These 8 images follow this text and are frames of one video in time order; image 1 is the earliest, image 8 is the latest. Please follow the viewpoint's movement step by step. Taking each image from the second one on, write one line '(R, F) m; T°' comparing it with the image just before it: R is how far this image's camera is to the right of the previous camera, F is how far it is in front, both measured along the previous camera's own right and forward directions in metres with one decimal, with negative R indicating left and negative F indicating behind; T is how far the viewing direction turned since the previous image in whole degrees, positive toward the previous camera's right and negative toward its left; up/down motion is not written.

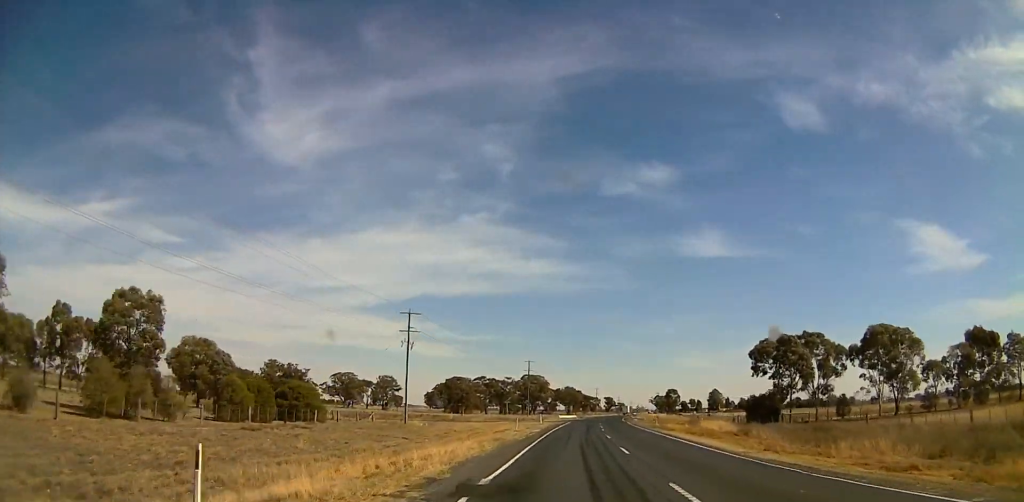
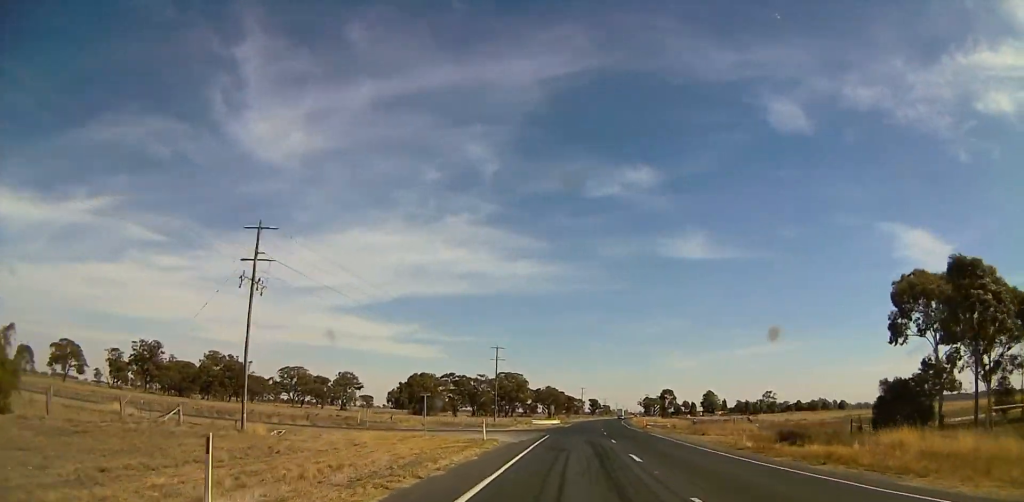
(+1.0, +32.3) m; 0°
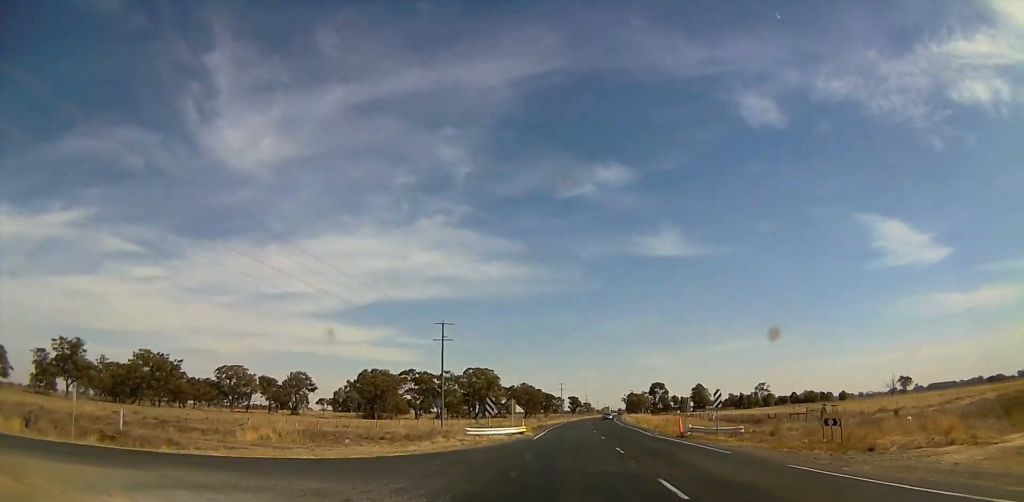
(-0.8, +31.8) m; -2°
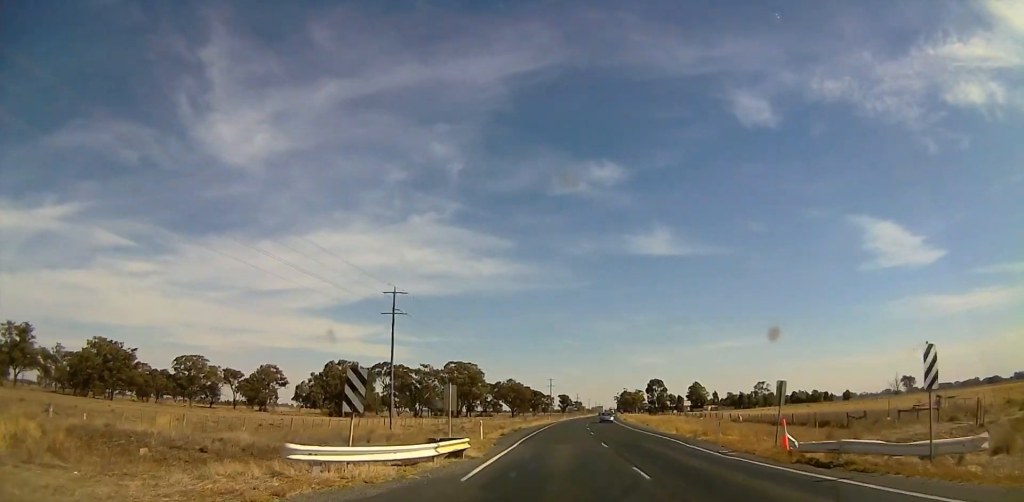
(+0.1, +20.5) m; -1°
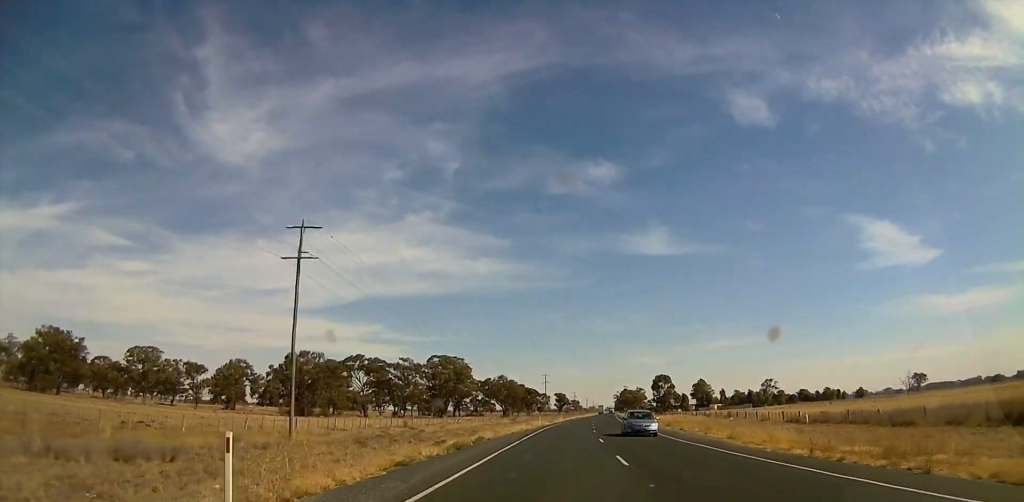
(-0.4, +23.6) m; +1°
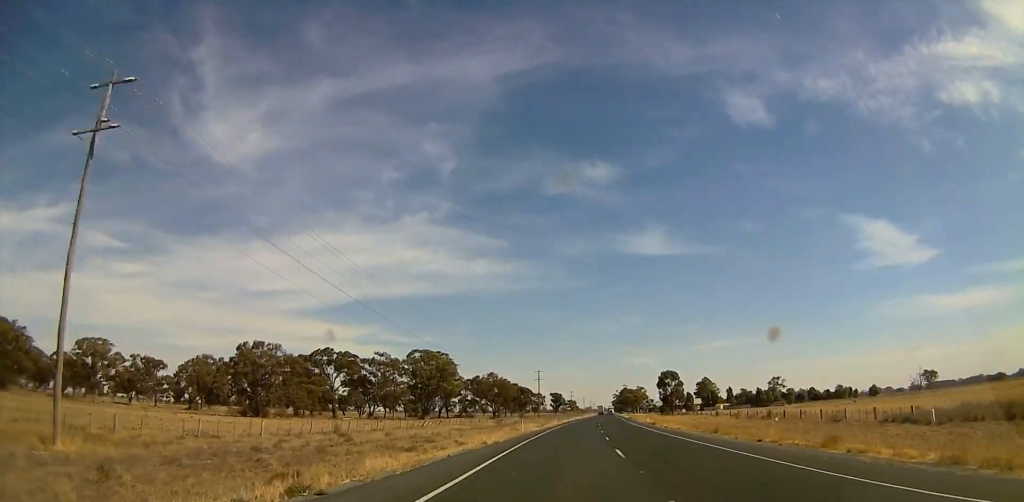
(+0.7, +22.4) m; +2°
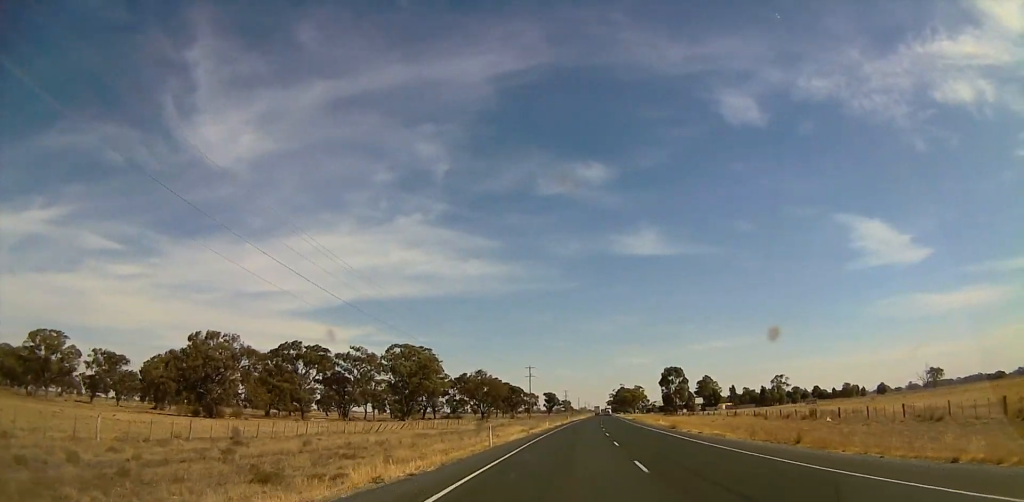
(+0.3, +17.3) m; +1°
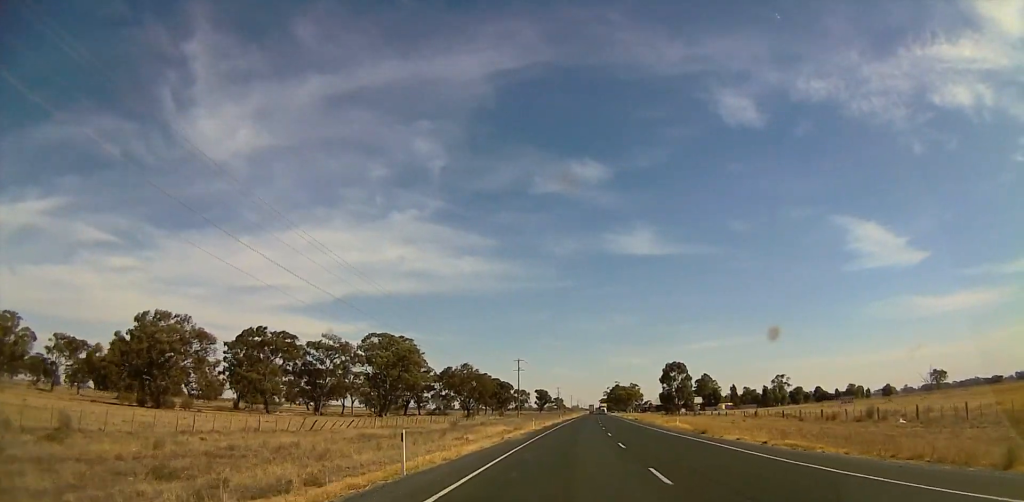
(0.0, +14.8) m; +1°
